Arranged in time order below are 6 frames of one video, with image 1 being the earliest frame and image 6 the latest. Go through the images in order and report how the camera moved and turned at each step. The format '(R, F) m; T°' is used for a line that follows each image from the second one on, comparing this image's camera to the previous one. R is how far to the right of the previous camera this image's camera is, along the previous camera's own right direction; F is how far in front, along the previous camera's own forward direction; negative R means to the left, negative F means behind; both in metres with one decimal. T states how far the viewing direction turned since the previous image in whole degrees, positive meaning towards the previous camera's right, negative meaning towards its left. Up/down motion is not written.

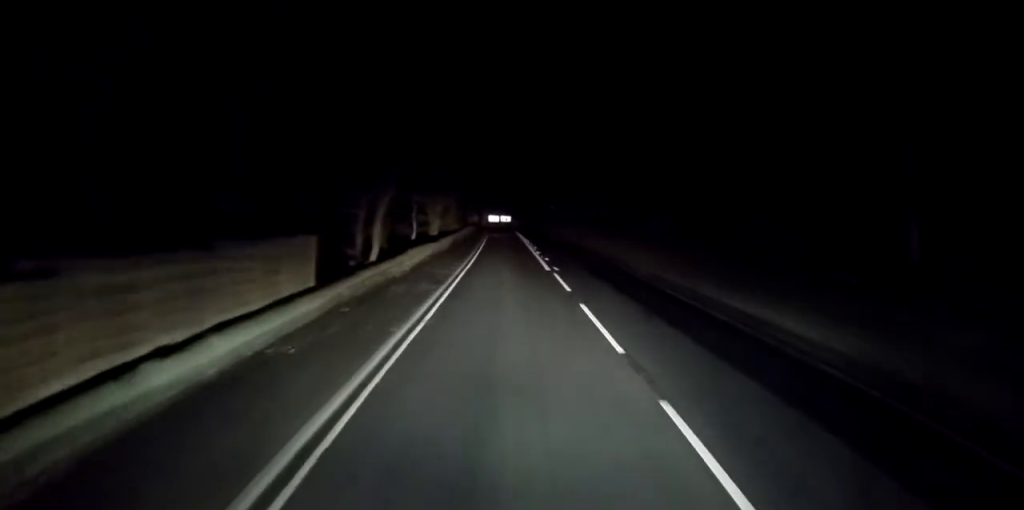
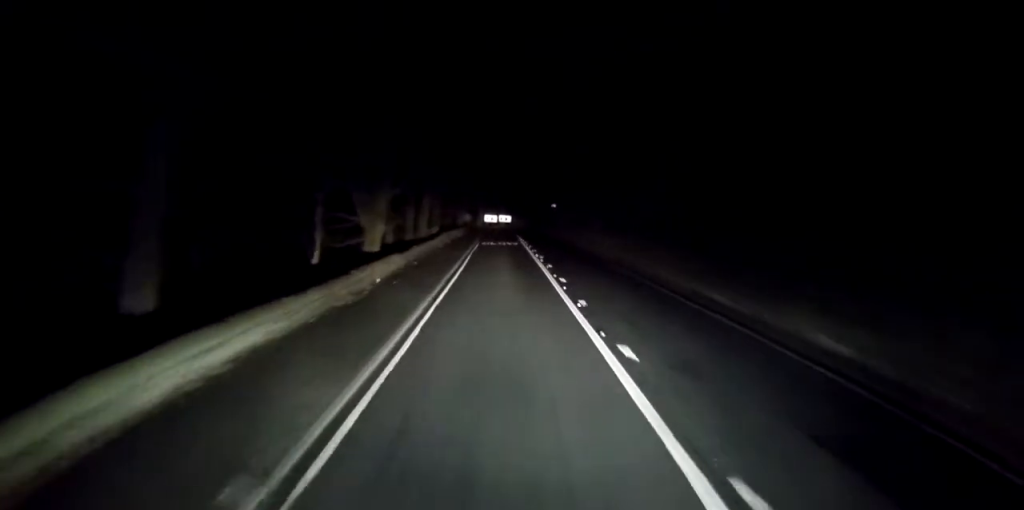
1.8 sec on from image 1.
(+0.6, +22.8) m; +1°
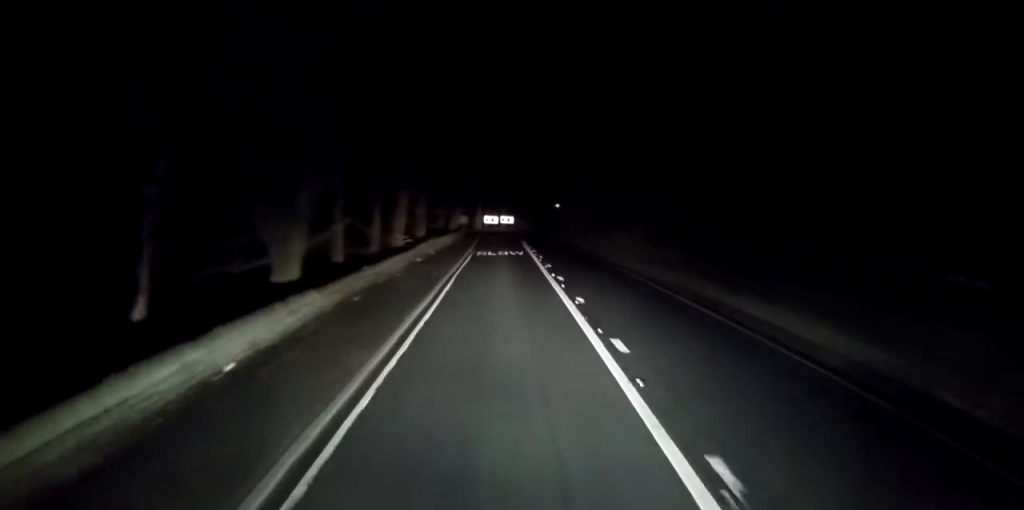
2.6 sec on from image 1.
(0.0, +11.1) m; 0°
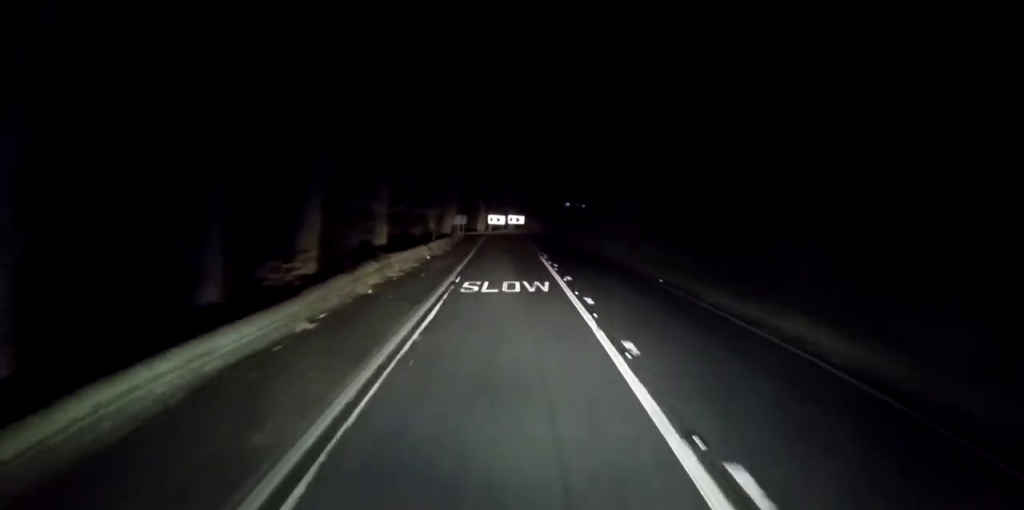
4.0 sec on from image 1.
(-0.1, +17.8) m; -1°
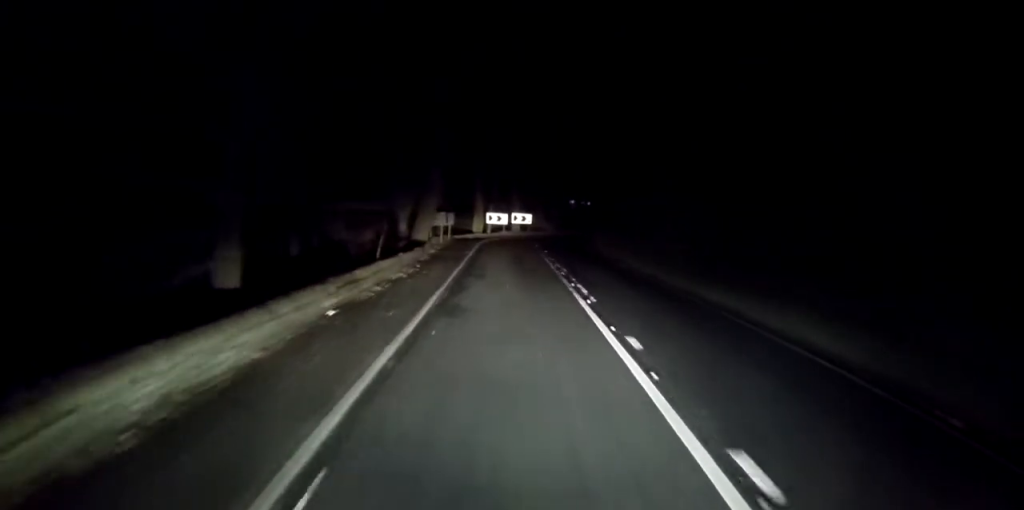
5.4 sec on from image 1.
(-0.1, +16.7) m; 0°
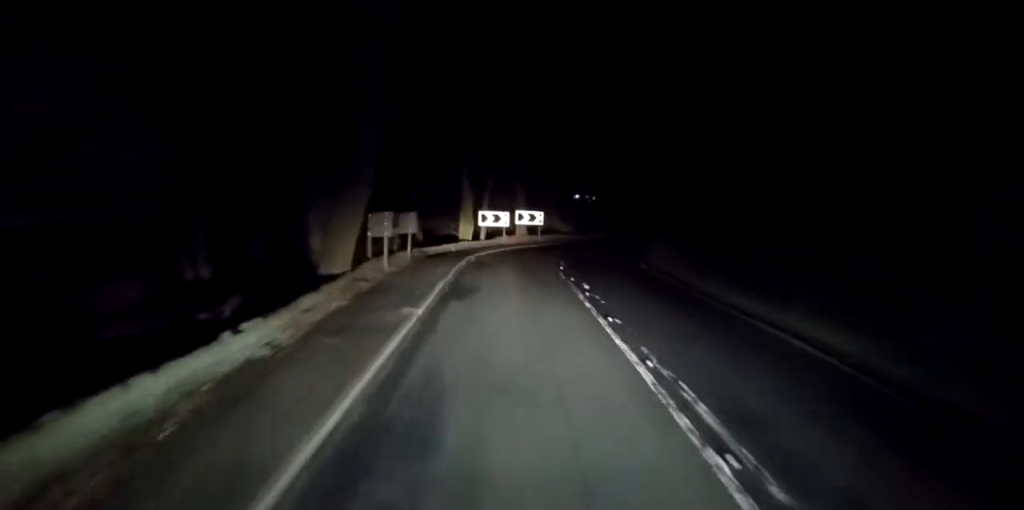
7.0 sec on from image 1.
(0.0, +18.5) m; 0°
